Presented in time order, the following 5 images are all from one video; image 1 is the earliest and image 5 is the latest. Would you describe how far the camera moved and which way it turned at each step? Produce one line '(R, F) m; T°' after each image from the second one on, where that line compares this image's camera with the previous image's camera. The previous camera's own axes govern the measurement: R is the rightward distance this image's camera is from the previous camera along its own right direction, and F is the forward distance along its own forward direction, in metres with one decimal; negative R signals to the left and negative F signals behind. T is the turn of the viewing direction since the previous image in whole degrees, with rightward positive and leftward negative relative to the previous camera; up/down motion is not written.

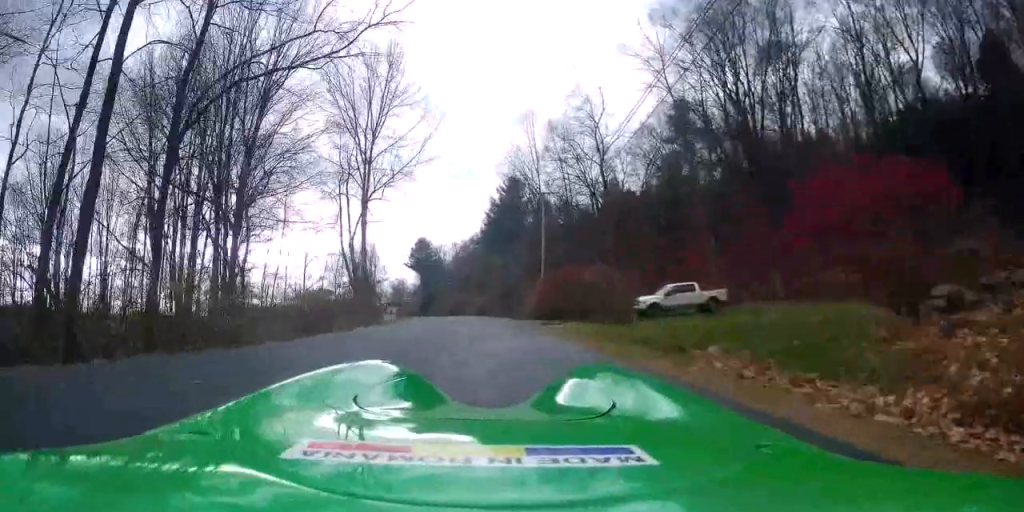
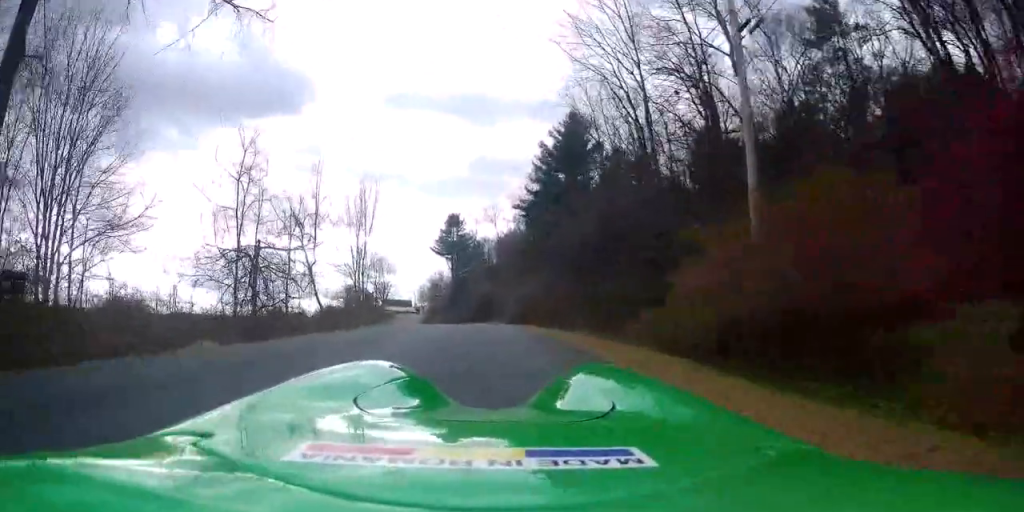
(0.0, +35.3) m; 0°
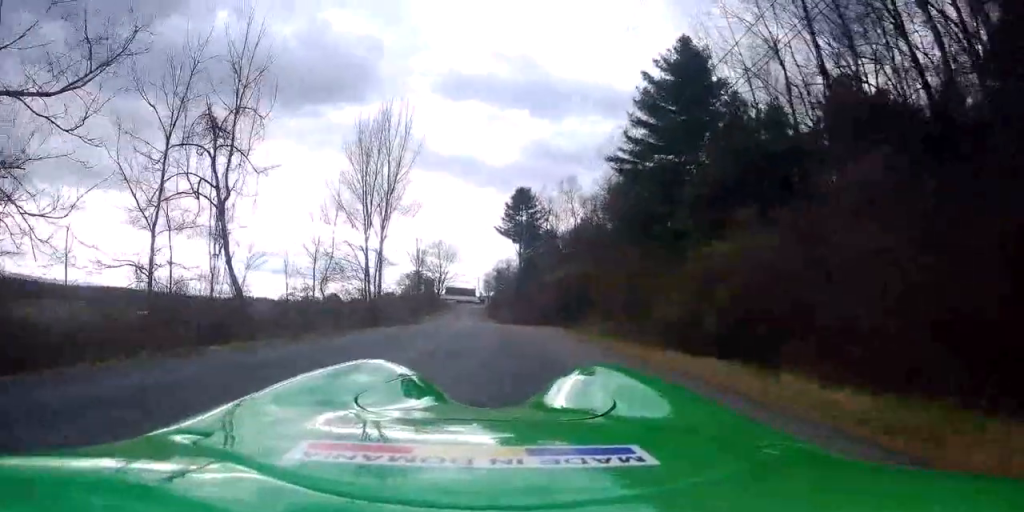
(0.0, +23.0) m; 0°
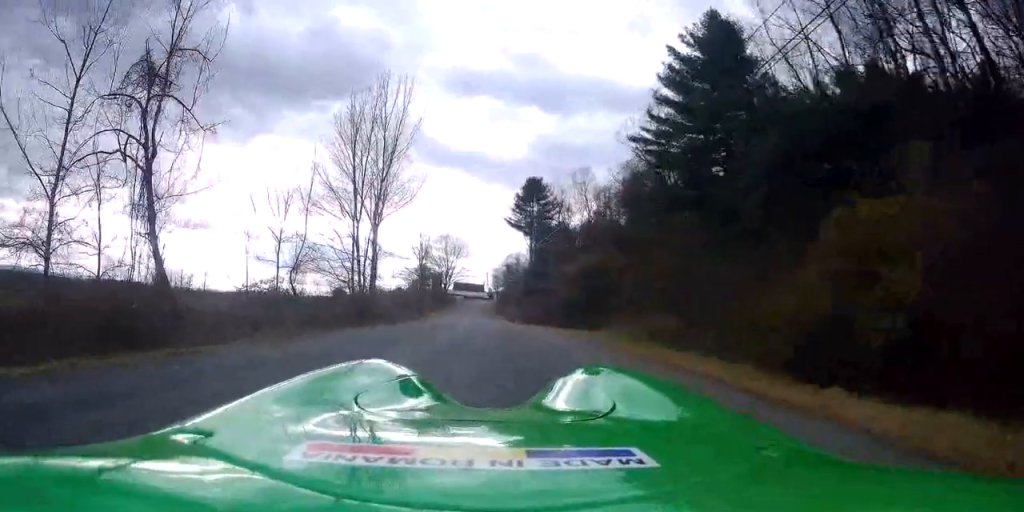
(0.0, +5.7) m; 0°
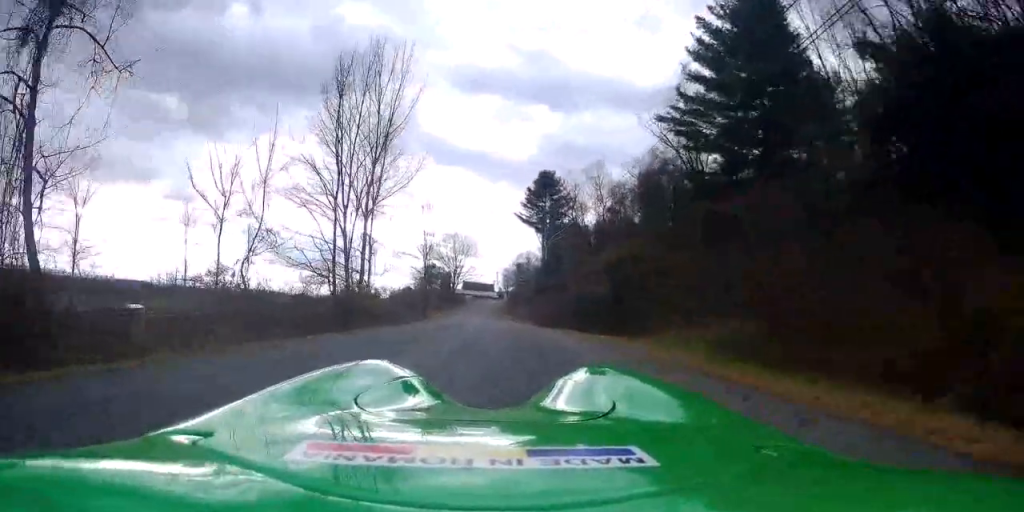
(0.0, +5.1) m; 0°
